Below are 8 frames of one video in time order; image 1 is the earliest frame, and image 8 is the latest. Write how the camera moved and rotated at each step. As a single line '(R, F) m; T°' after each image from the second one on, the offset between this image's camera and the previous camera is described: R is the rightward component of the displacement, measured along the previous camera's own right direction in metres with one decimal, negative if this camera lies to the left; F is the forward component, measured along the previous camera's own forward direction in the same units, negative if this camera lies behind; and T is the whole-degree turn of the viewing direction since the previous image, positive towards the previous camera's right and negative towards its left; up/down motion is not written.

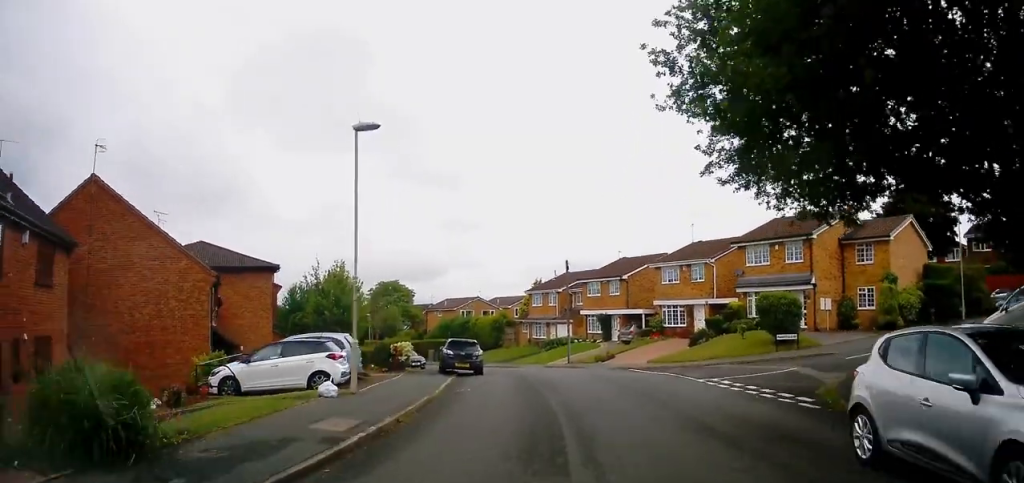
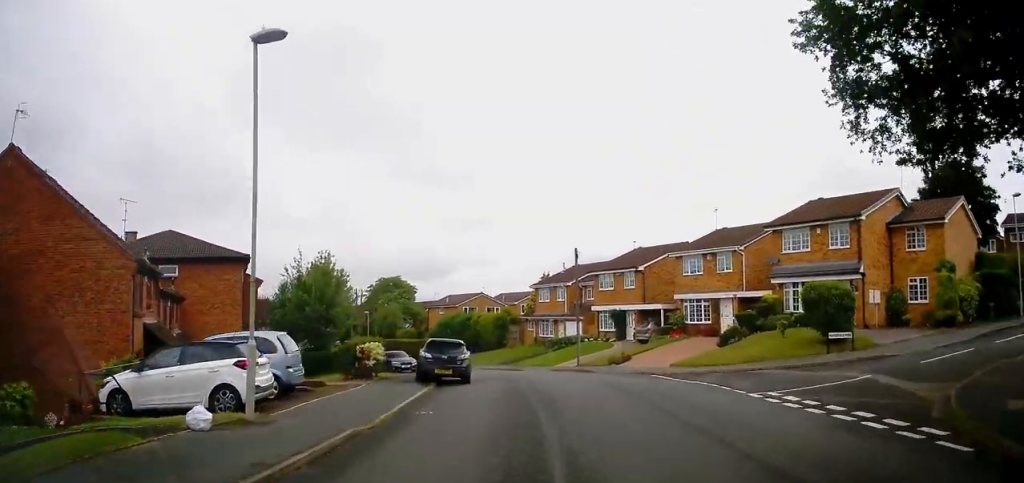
(+0.1, +5.0) m; -2°
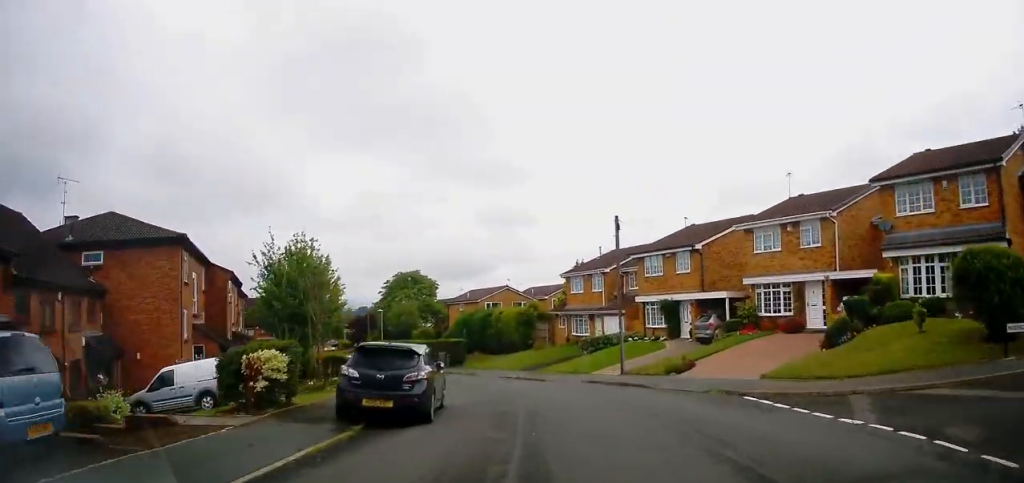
(-0.3, +8.7) m; -3°
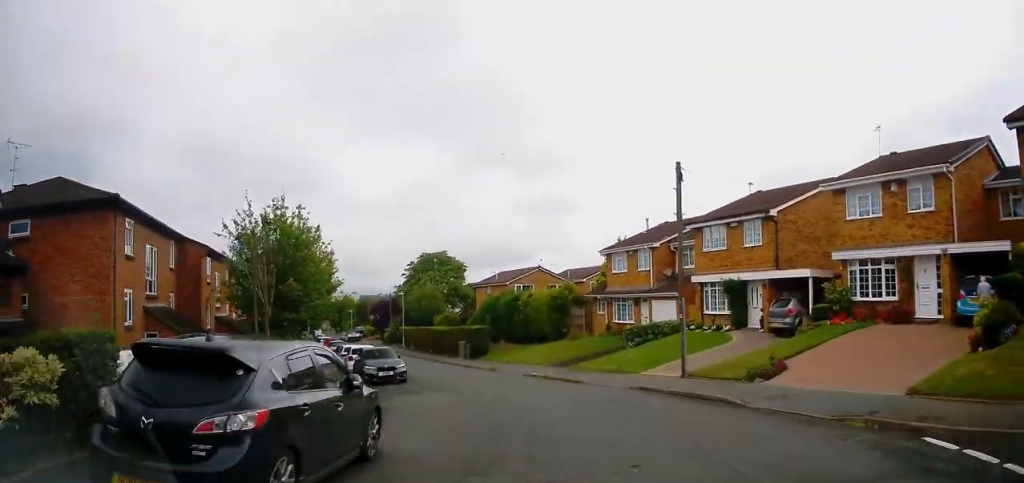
(-0.2, +6.7) m; -3°
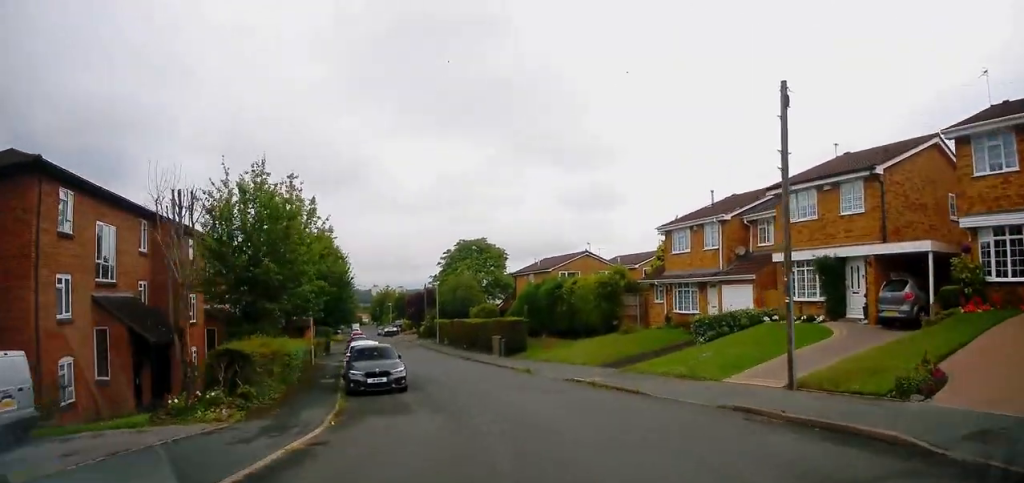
(+0.3, +6.1) m; -4°
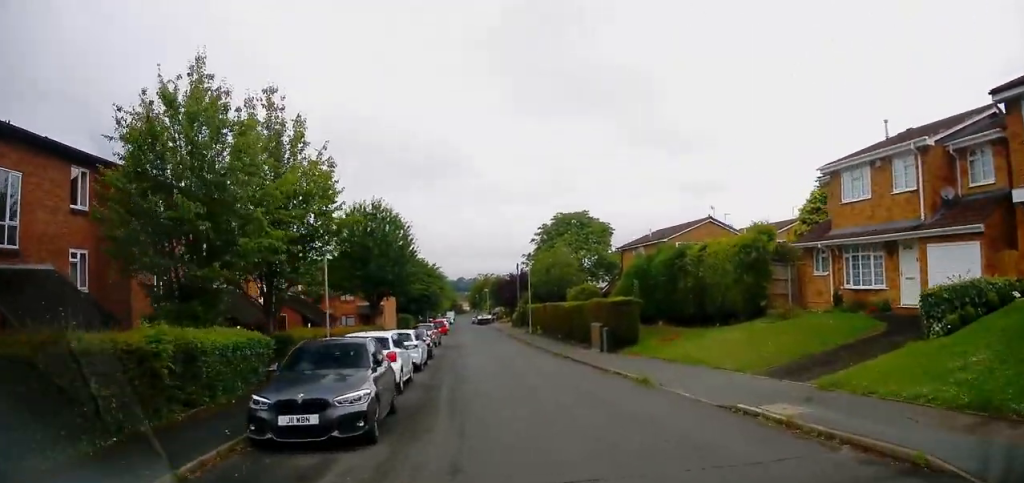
(-1.2, +9.7) m; -15°
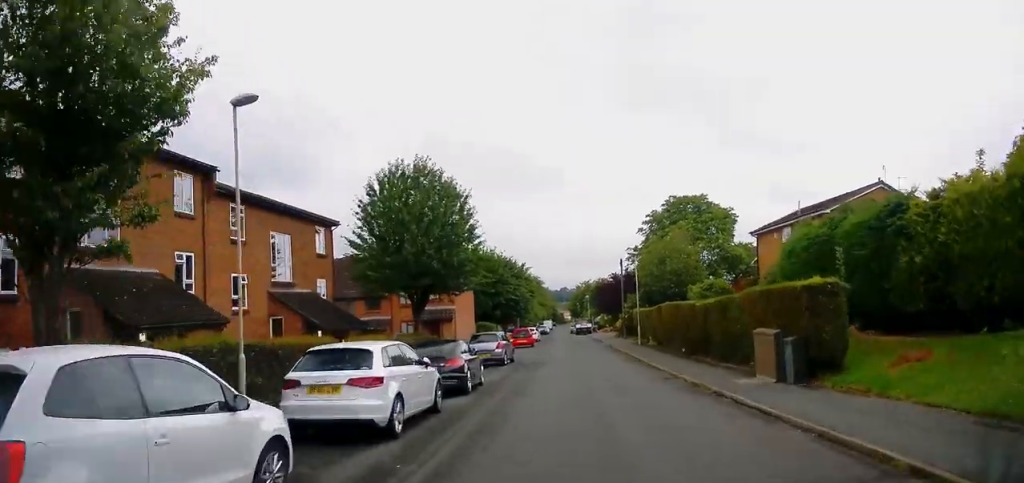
(-1.2, +11.7) m; -5°
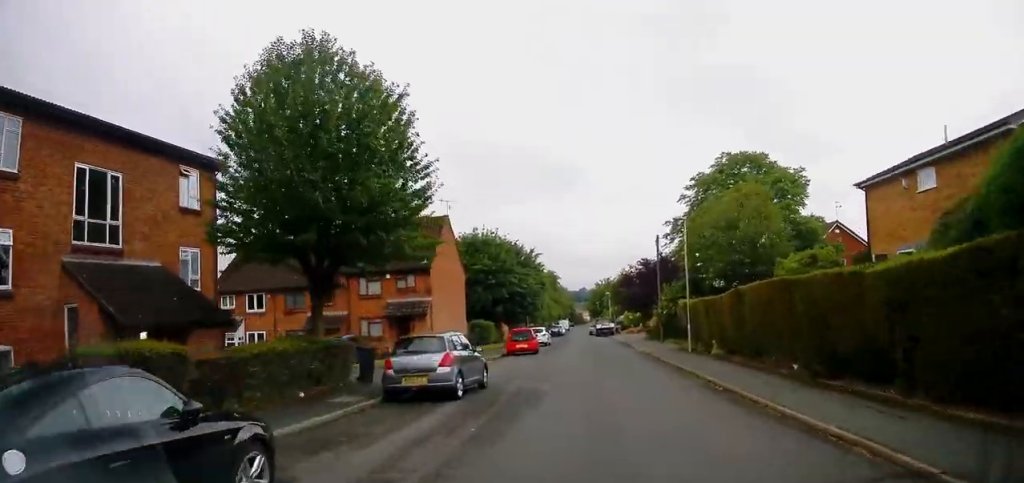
(0.0, +12.5) m; 0°
